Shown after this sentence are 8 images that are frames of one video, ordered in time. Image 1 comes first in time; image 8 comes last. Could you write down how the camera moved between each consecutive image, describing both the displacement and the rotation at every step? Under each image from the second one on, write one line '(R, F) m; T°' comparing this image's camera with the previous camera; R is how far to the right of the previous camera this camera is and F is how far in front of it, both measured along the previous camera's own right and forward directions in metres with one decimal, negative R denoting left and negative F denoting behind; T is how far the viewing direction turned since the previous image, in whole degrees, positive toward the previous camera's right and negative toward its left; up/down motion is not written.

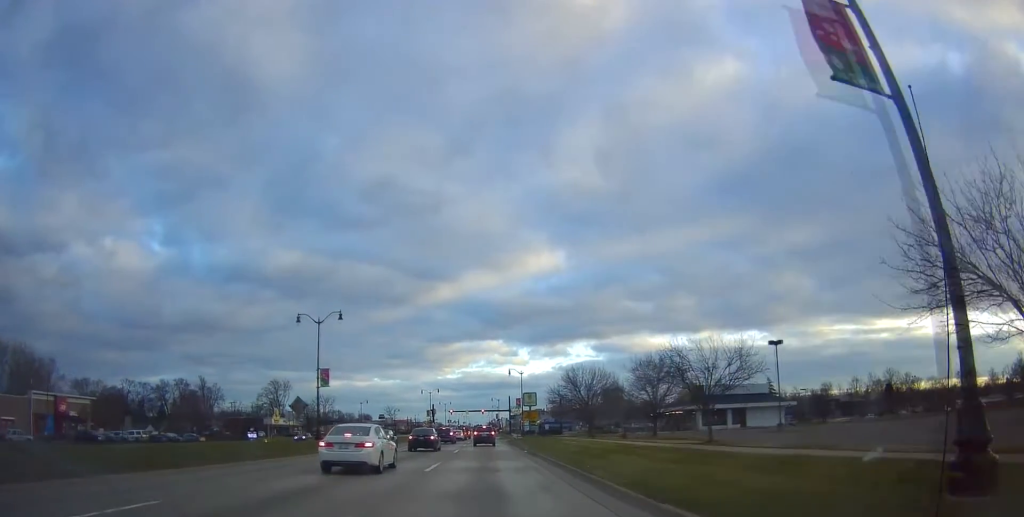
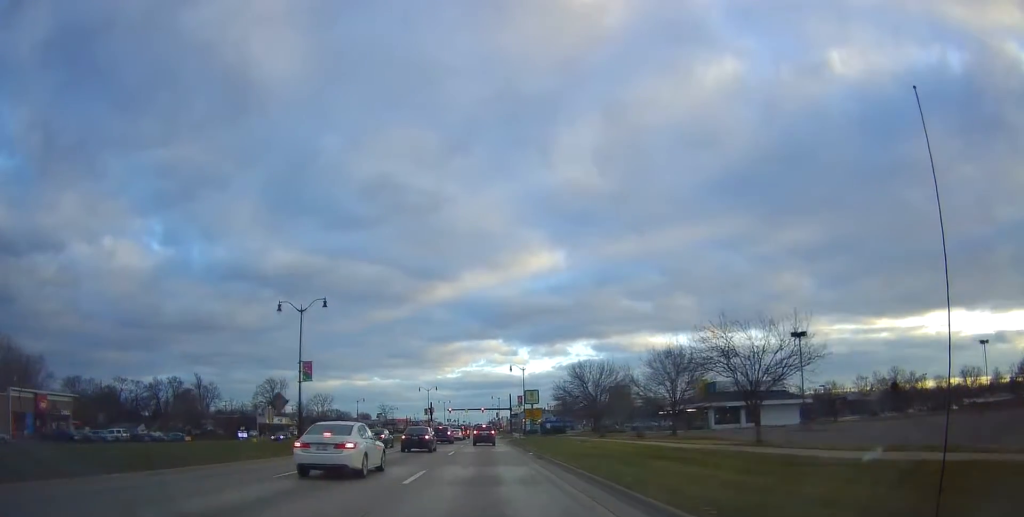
(-0.3, +5.3) m; 0°
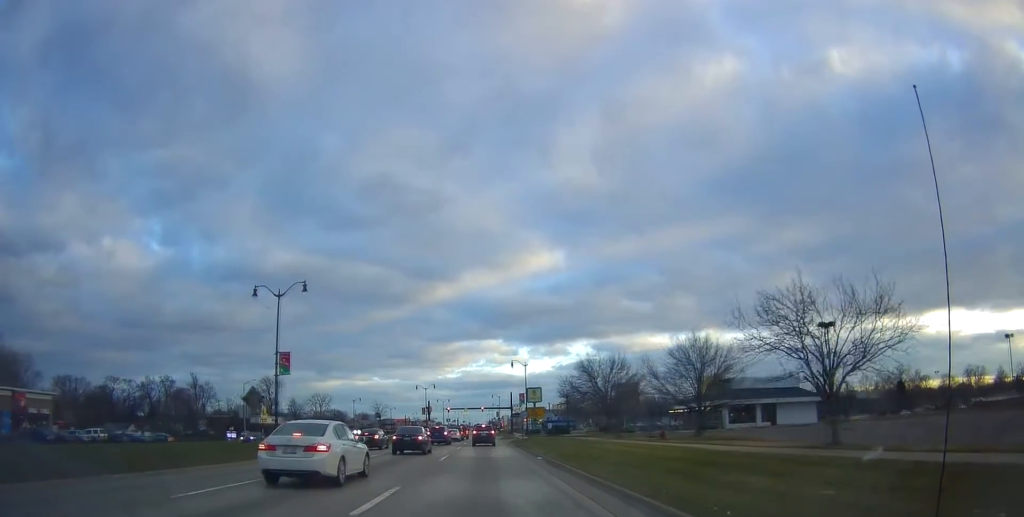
(+0.2, +5.3) m; +1°
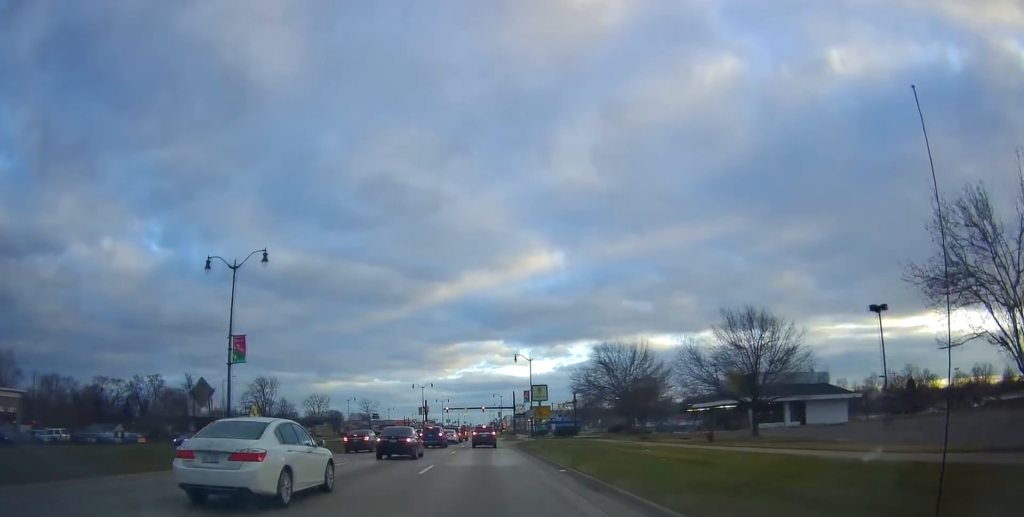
(+0.3, +8.4) m; +2°
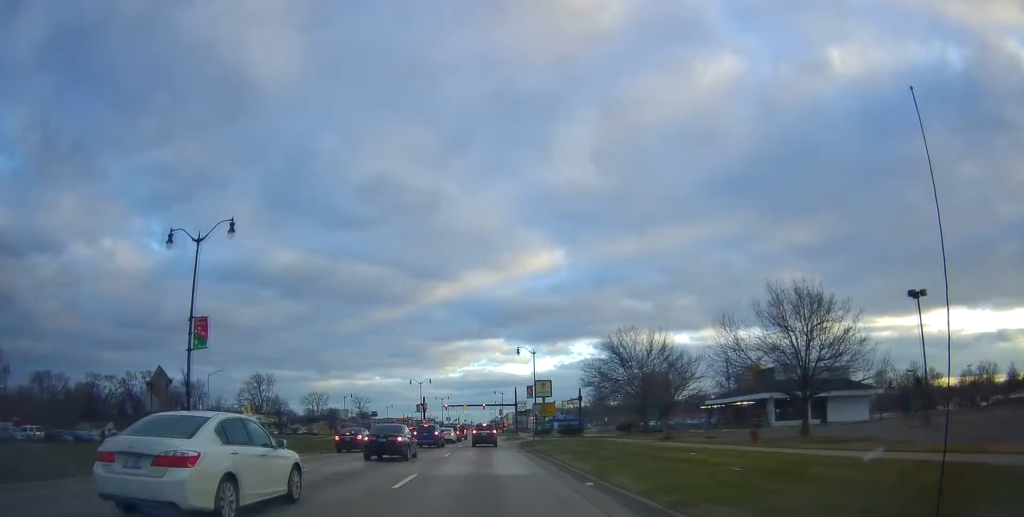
(0.0, +5.1) m; -1°
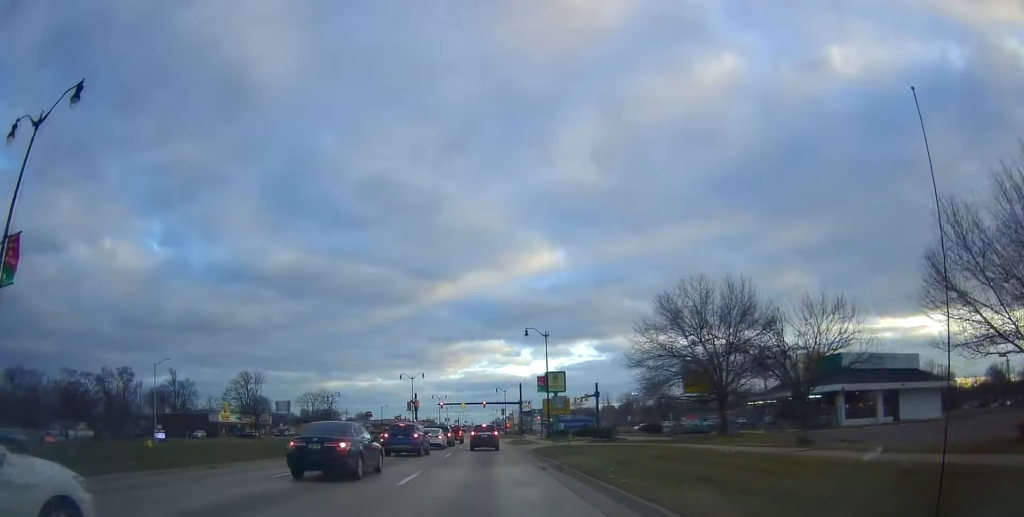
(-0.5, +15.7) m; -1°
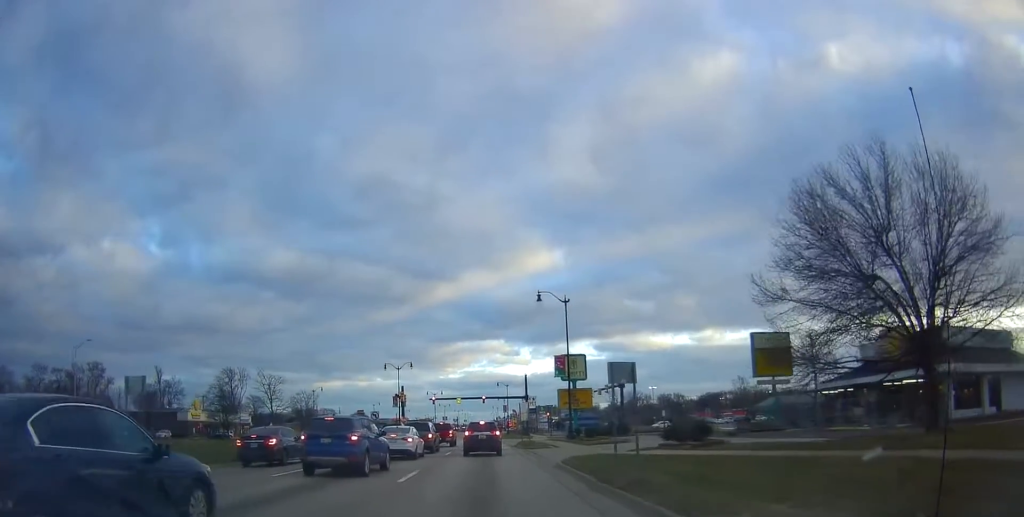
(+0.6, +16.3) m; +5°
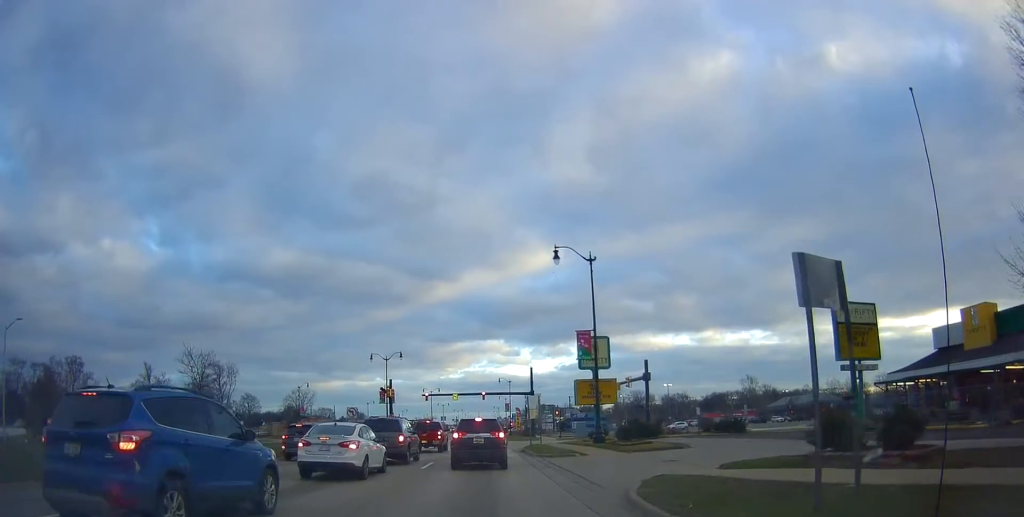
(+0.2, +11.3) m; -3°
